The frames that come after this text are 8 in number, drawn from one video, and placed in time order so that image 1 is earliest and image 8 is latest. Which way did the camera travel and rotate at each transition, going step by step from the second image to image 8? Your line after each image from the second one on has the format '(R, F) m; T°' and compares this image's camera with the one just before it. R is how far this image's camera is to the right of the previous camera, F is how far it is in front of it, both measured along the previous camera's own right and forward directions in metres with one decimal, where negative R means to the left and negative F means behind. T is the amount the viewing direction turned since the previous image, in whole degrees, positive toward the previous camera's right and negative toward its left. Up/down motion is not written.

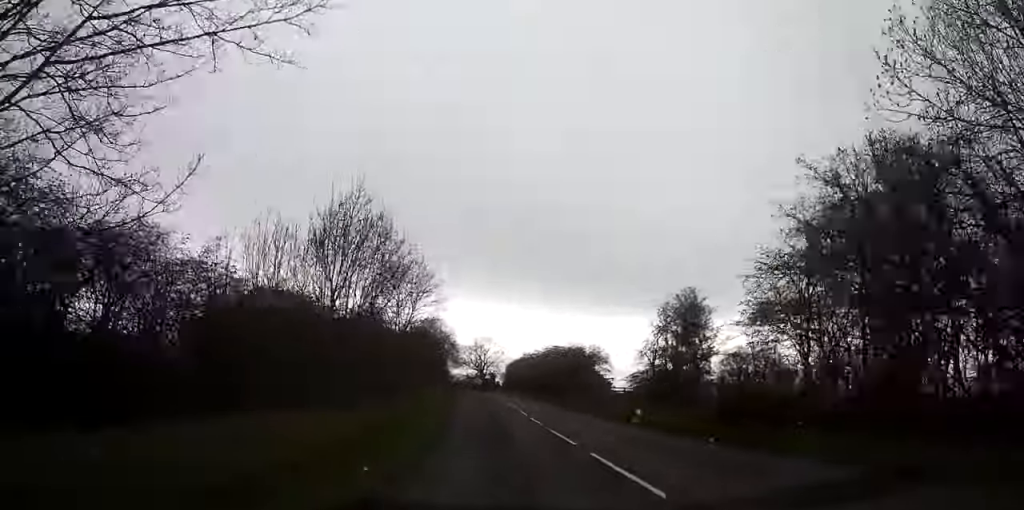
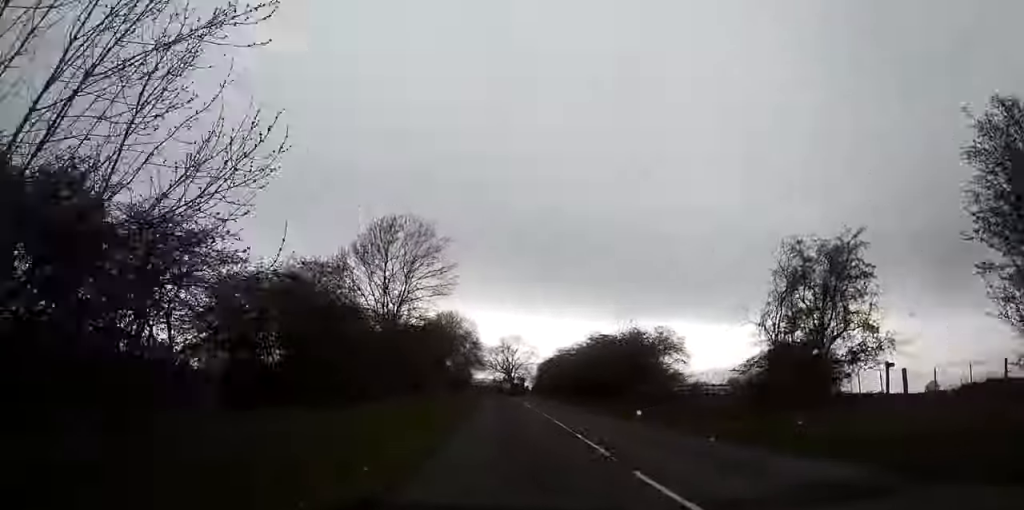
(-0.5, +20.4) m; -1°
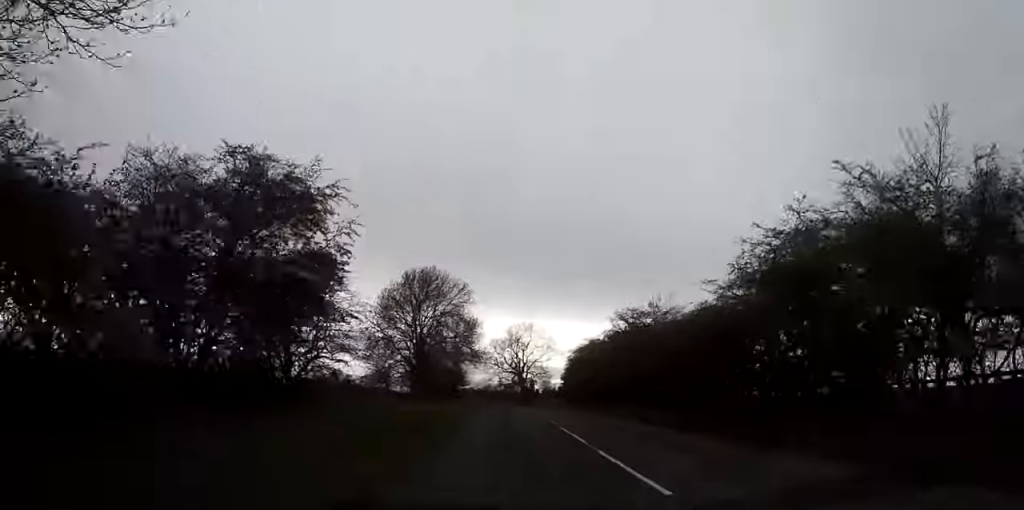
(-0.3, +46.7) m; -1°
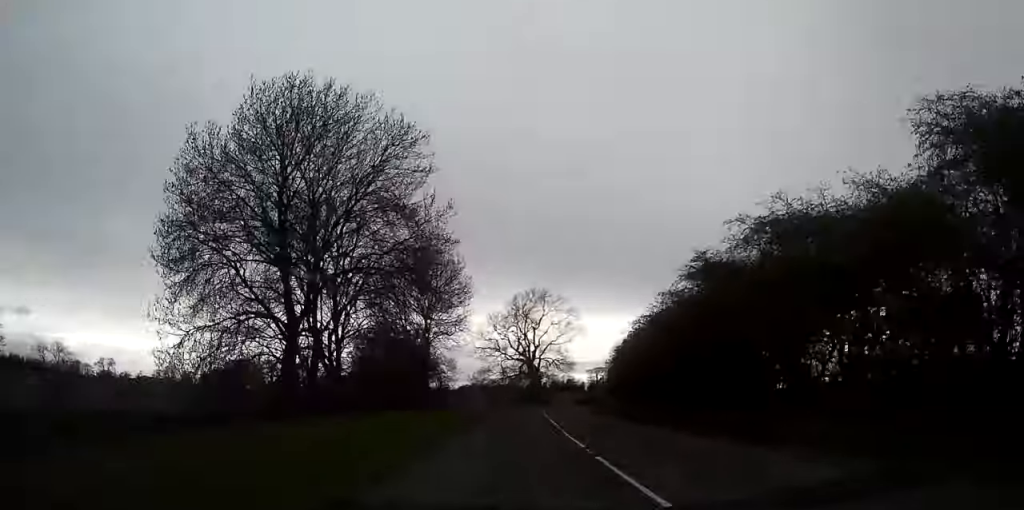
(-0.5, +45.6) m; -1°
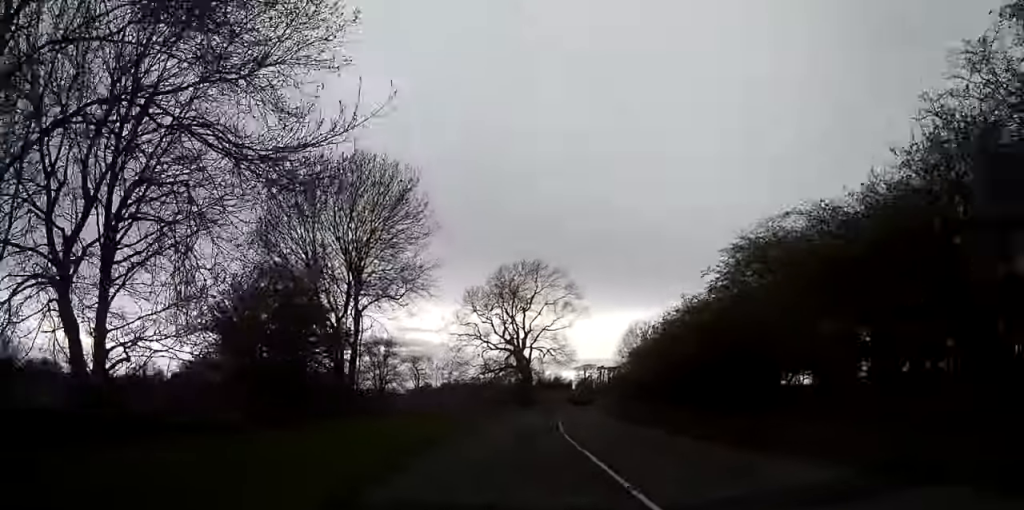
(+0.1, +24.8) m; +1°
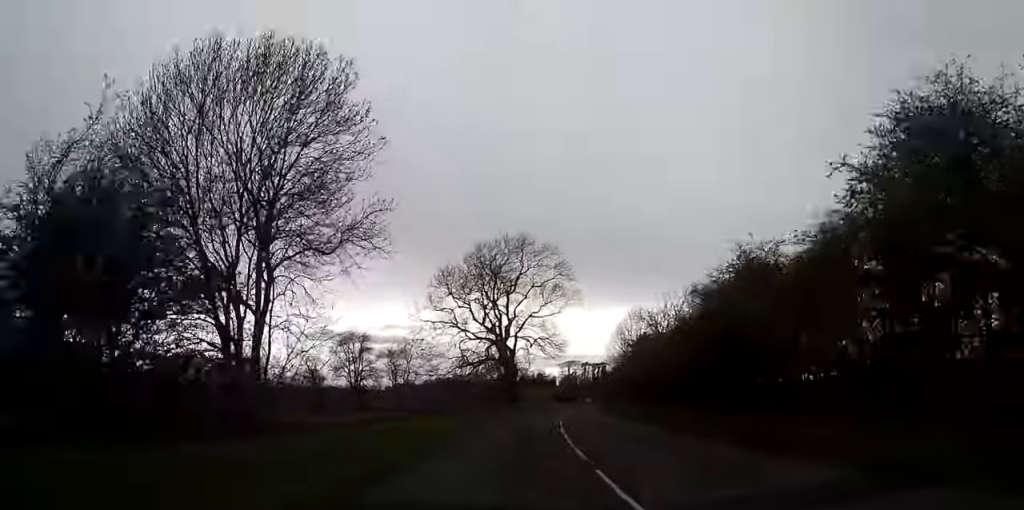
(+0.1, +12.9) m; +1°
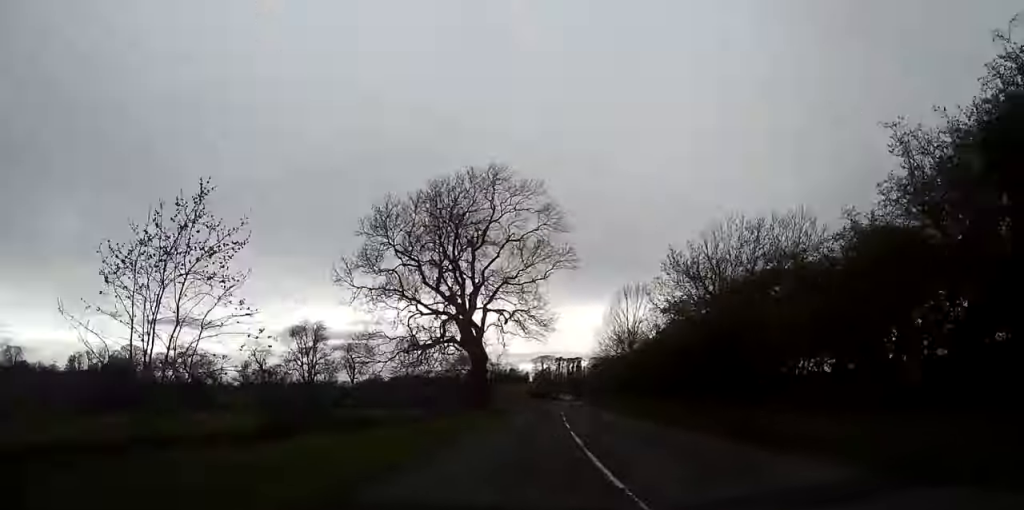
(+0.5, +23.2) m; +2°
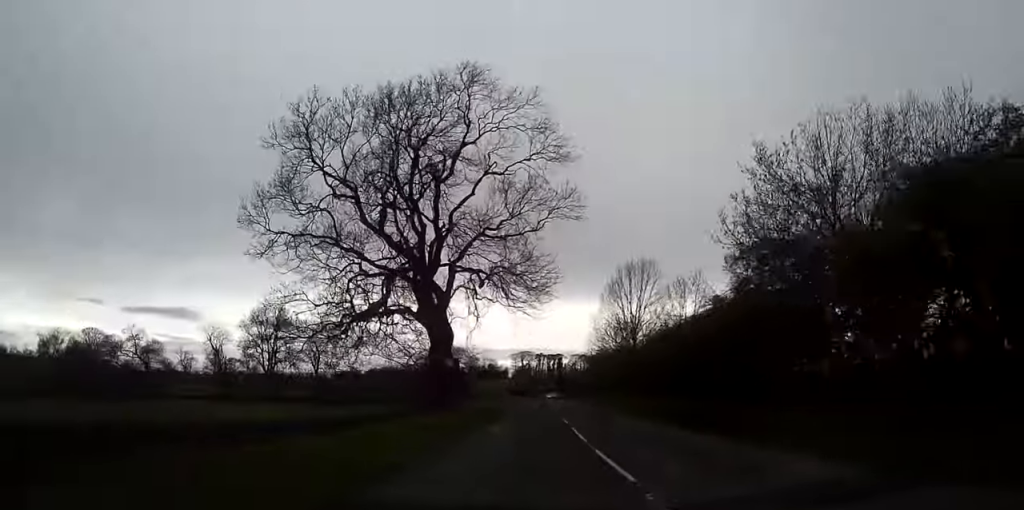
(+0.2, +17.7) m; +2°
